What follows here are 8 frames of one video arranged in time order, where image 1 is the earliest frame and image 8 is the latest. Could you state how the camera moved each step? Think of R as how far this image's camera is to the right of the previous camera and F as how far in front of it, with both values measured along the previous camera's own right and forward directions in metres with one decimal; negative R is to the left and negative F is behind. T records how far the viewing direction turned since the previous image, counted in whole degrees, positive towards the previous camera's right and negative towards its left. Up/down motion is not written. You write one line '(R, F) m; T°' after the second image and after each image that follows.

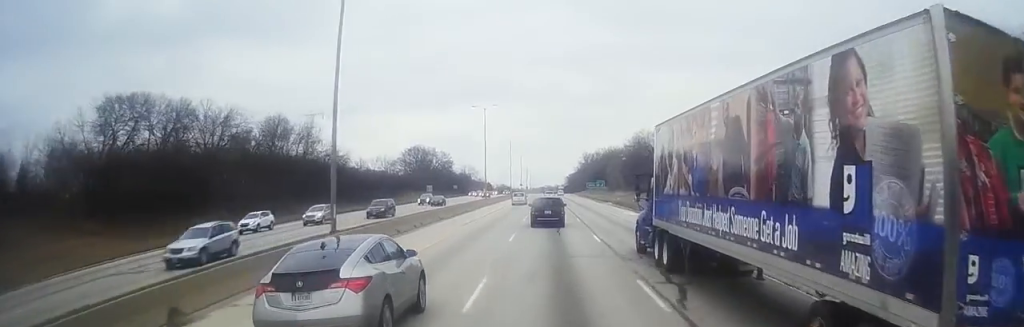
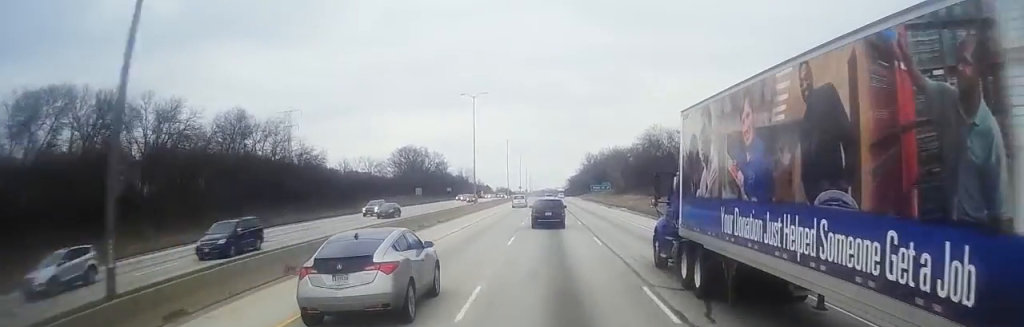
(0.0, +17.5) m; 0°
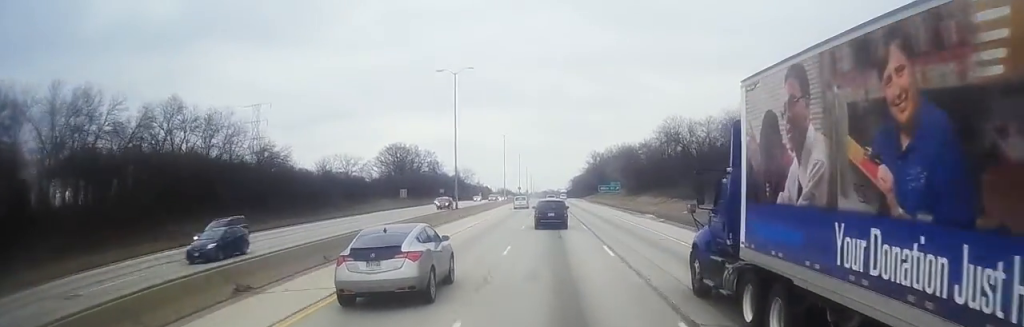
(0.0, +20.8) m; 0°
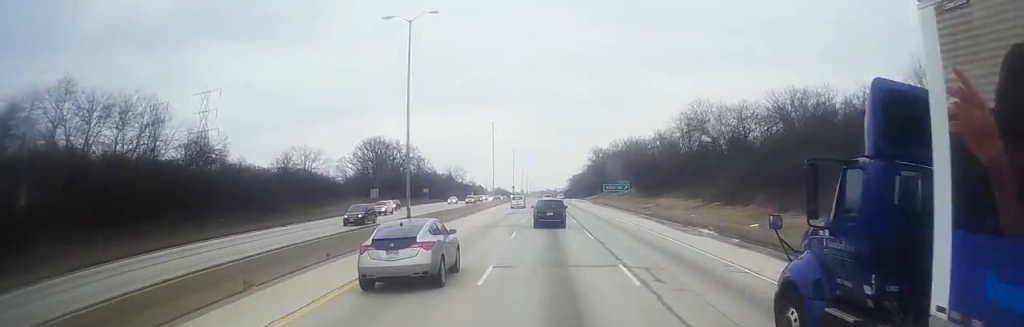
(+0.1, +21.7) m; +1°
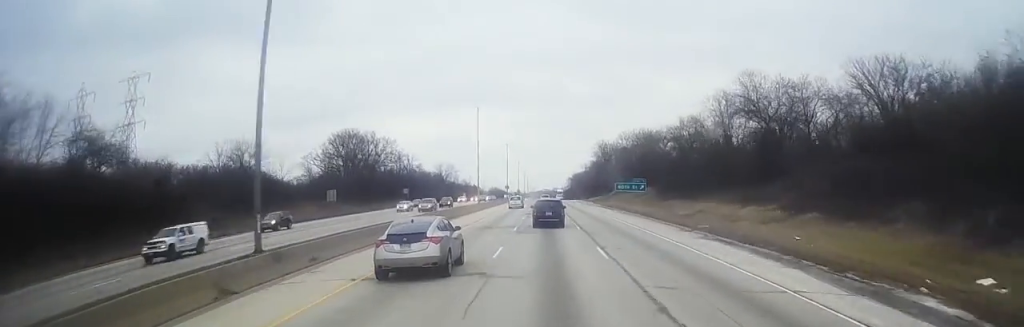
(+0.2, +22.8) m; +1°
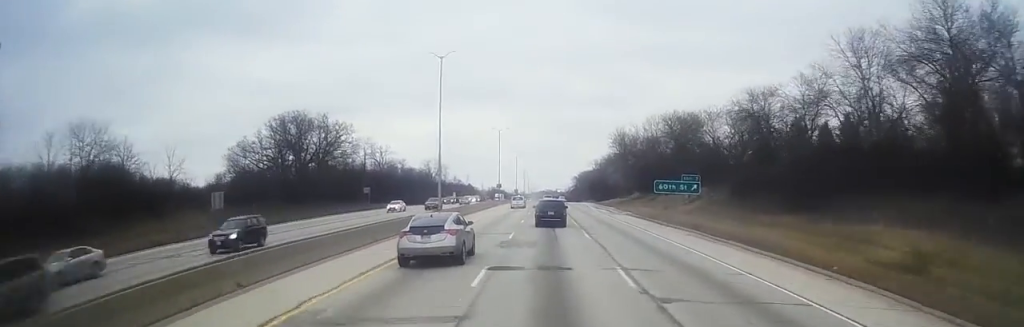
(+0.3, +34.9) m; 0°
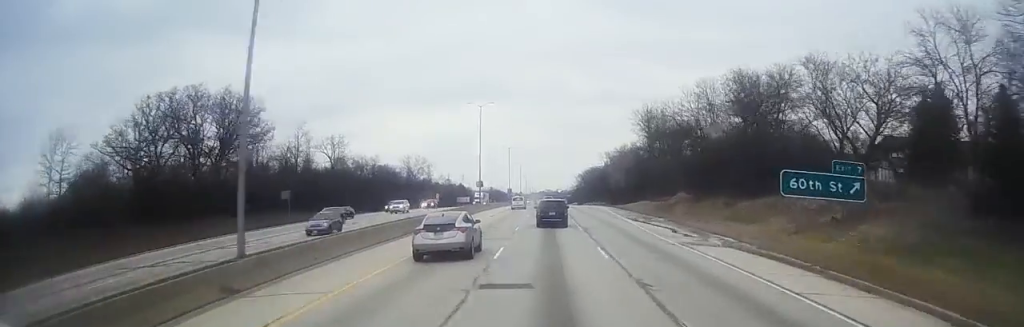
(0.0, +36.7) m; 0°
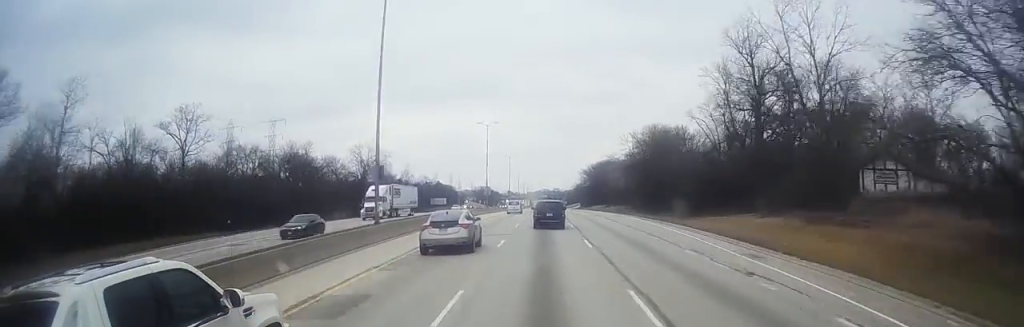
(-0.4, +54.5) m; 0°
